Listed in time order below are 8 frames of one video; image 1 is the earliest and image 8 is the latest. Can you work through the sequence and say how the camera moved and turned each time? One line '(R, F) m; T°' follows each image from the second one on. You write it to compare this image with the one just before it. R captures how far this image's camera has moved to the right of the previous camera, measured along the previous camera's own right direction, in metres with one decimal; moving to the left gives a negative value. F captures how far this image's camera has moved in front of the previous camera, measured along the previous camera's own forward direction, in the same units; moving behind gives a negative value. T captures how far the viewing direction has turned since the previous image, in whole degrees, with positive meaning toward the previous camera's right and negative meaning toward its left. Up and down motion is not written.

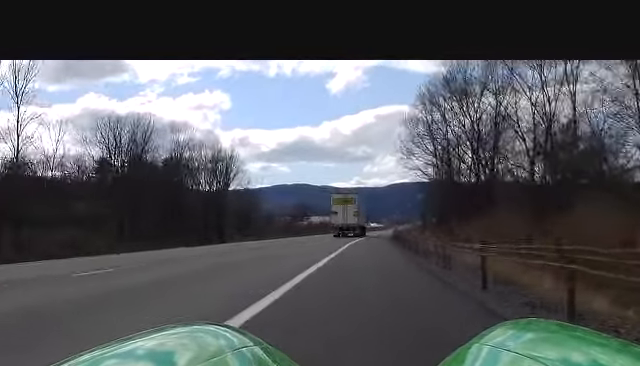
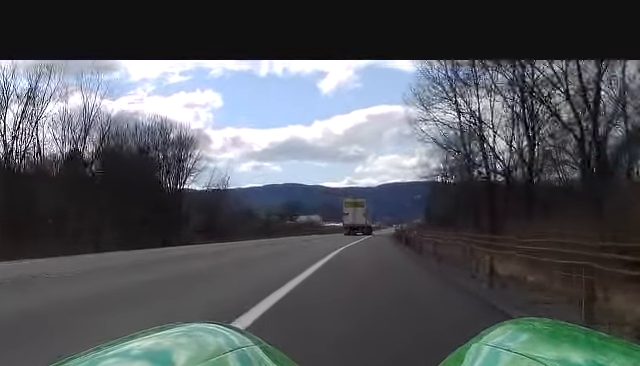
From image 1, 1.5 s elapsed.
(+0.7, +24.1) m; +1°
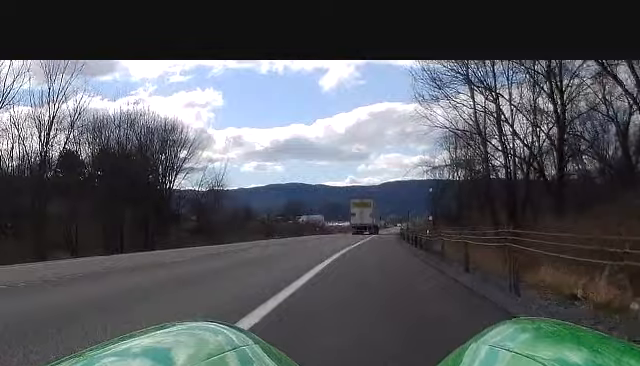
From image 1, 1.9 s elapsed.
(0.0, +6.4) m; 0°
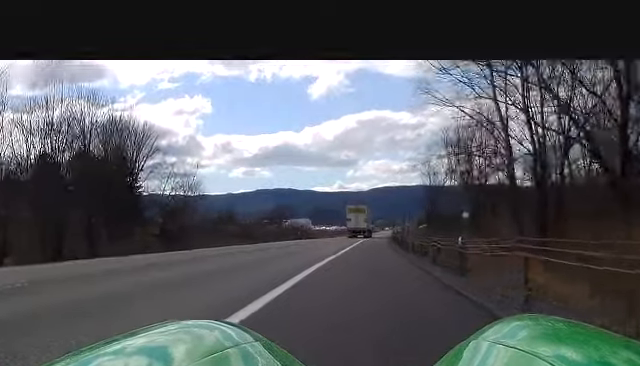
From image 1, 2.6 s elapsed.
(-0.2, +11.2) m; 0°
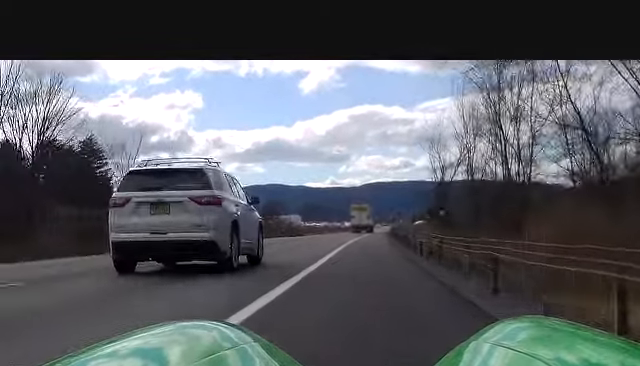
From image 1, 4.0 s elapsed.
(+0.4, +22.6) m; +1°
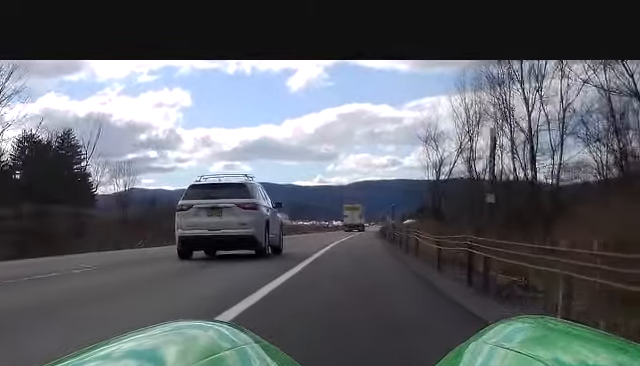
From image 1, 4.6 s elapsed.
(0.0, +8.9) m; 0°
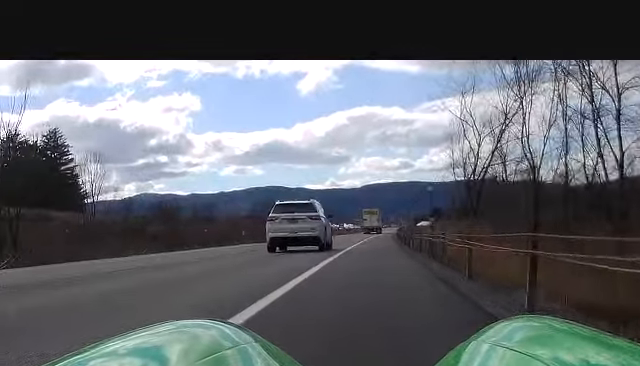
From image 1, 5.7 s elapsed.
(0.0, +17.6) m; 0°
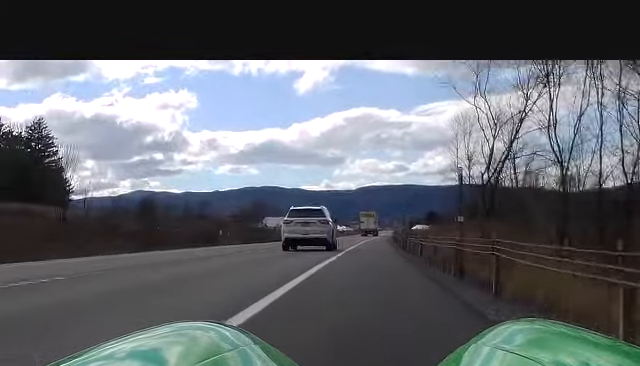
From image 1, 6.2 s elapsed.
(0.0, +7.8) m; 0°
